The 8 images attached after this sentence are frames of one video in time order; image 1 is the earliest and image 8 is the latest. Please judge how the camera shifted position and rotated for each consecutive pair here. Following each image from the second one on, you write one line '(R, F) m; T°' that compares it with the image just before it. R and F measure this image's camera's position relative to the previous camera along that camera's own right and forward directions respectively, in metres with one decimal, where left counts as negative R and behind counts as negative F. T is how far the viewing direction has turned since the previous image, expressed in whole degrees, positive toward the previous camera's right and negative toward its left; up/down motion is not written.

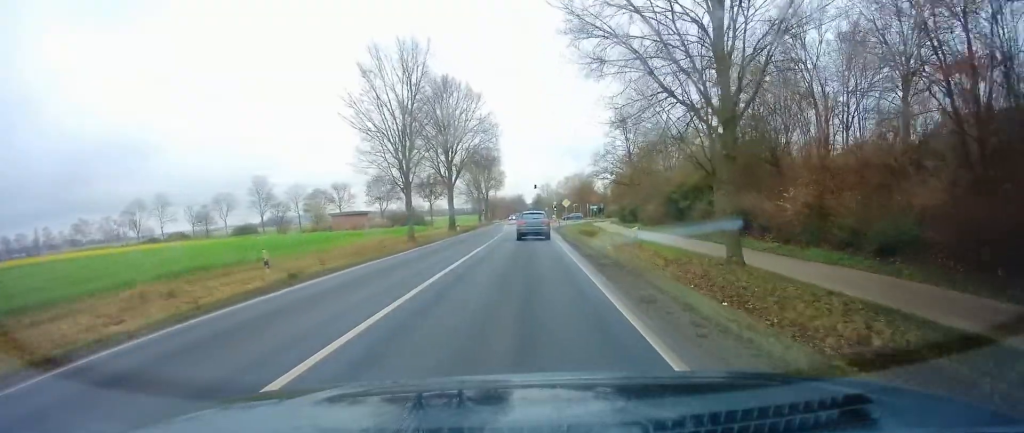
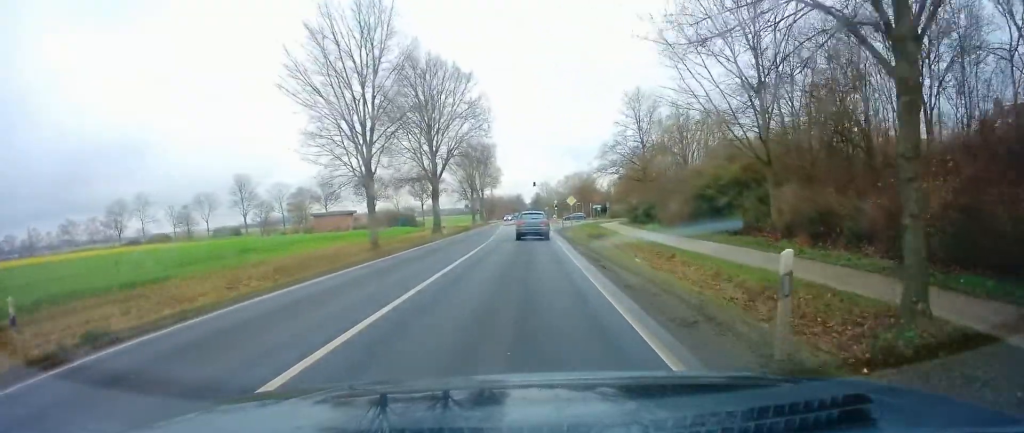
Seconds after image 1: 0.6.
(0.0, +8.5) m; 0°
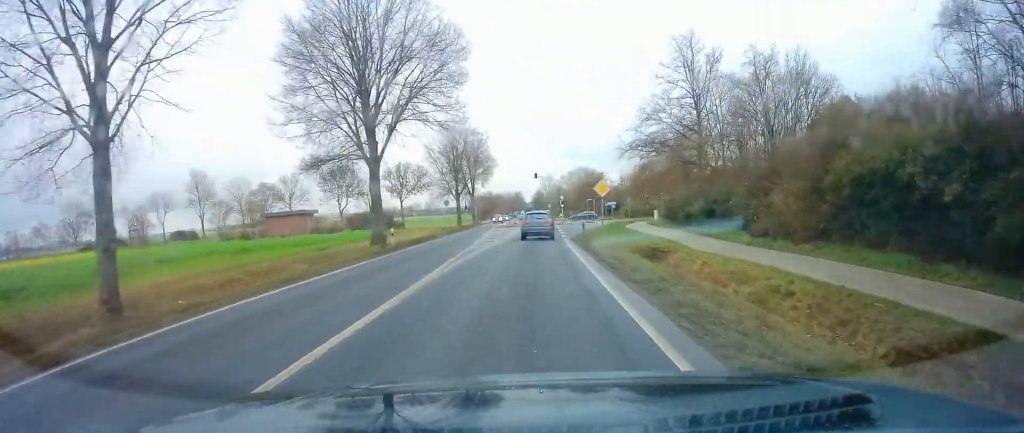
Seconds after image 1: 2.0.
(+0.5, +19.1) m; +1°
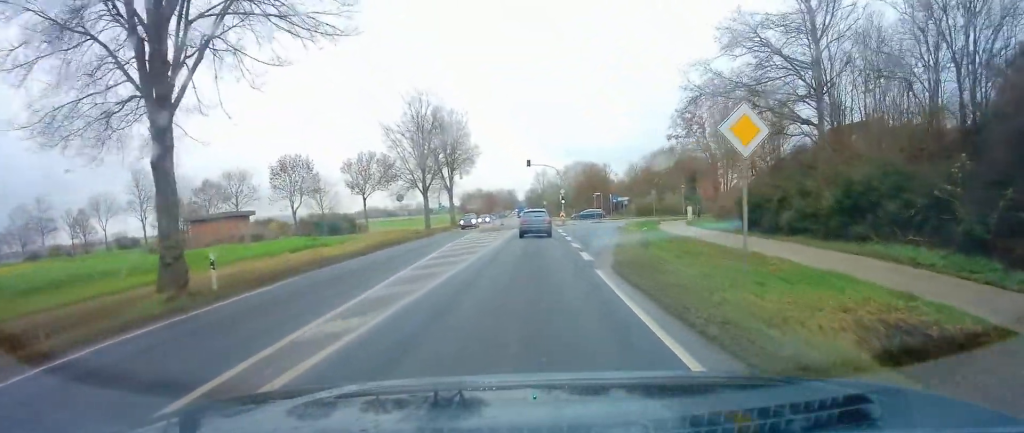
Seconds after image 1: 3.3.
(-0.2, +18.1) m; -1°
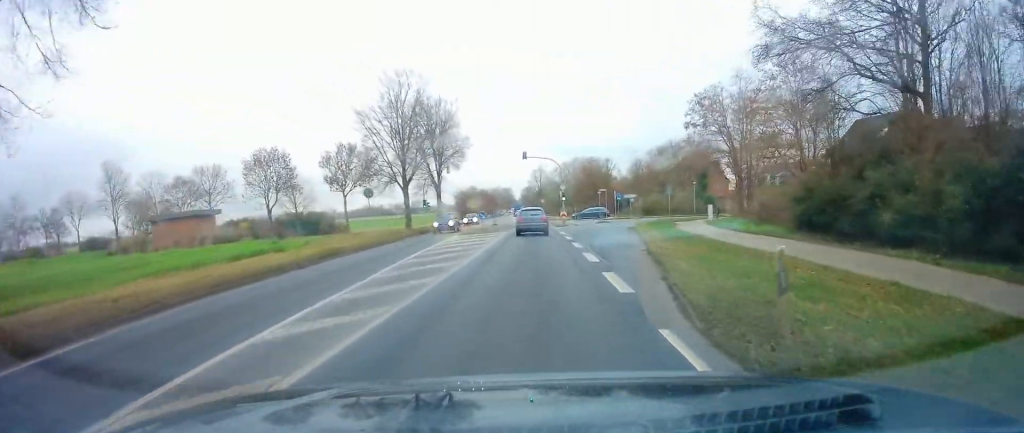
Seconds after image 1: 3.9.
(+0.1, +7.3) m; +1°
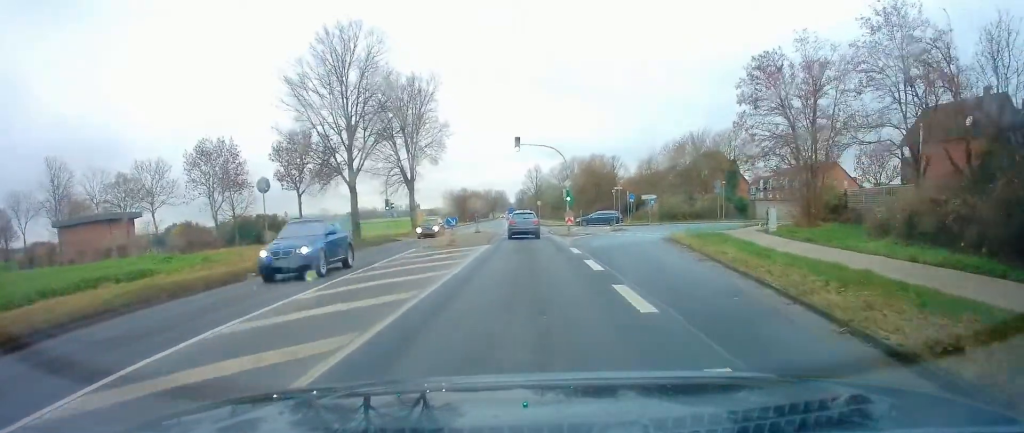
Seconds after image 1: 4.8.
(+0.2, +13.4) m; +1°
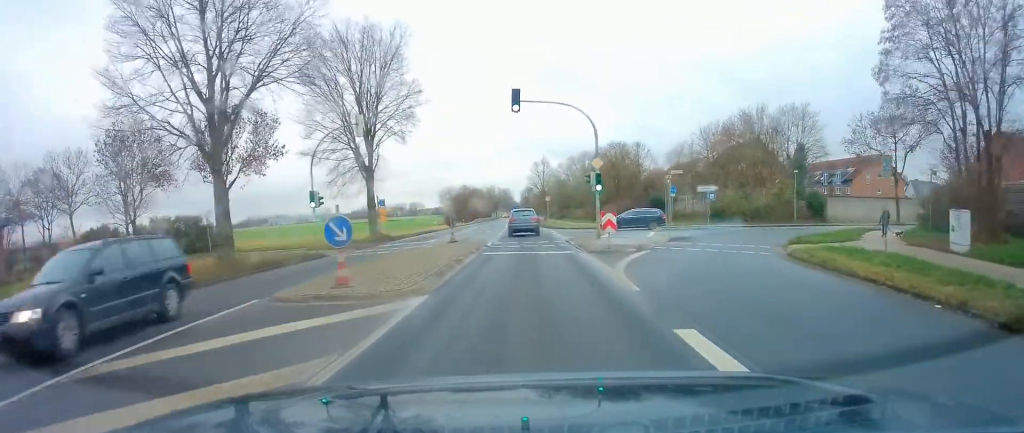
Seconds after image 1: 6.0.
(0.0, +16.4) m; -1°
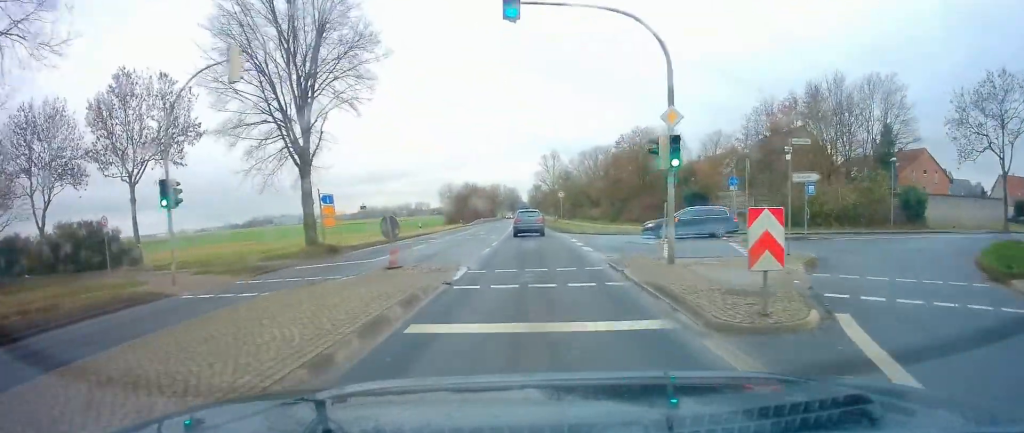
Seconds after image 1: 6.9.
(-0.2, +13.0) m; -2°
